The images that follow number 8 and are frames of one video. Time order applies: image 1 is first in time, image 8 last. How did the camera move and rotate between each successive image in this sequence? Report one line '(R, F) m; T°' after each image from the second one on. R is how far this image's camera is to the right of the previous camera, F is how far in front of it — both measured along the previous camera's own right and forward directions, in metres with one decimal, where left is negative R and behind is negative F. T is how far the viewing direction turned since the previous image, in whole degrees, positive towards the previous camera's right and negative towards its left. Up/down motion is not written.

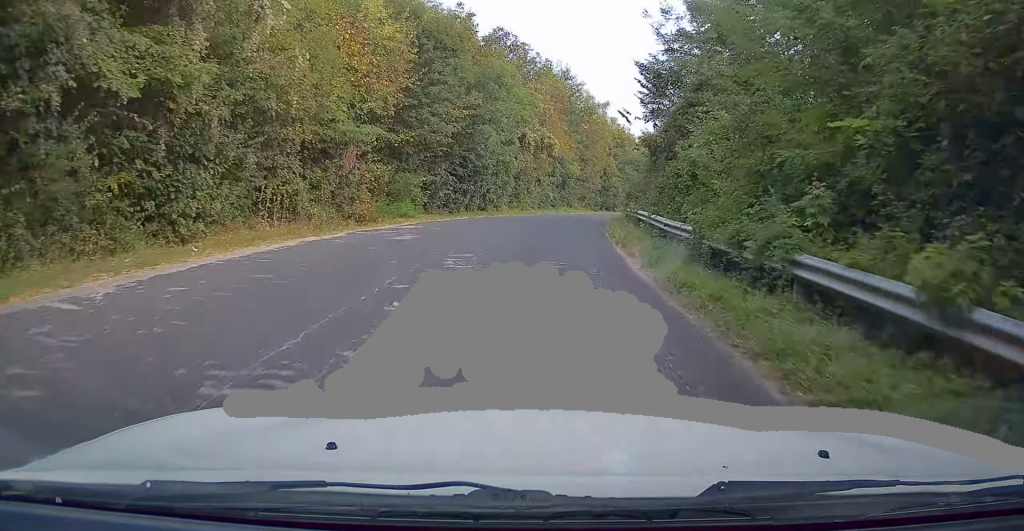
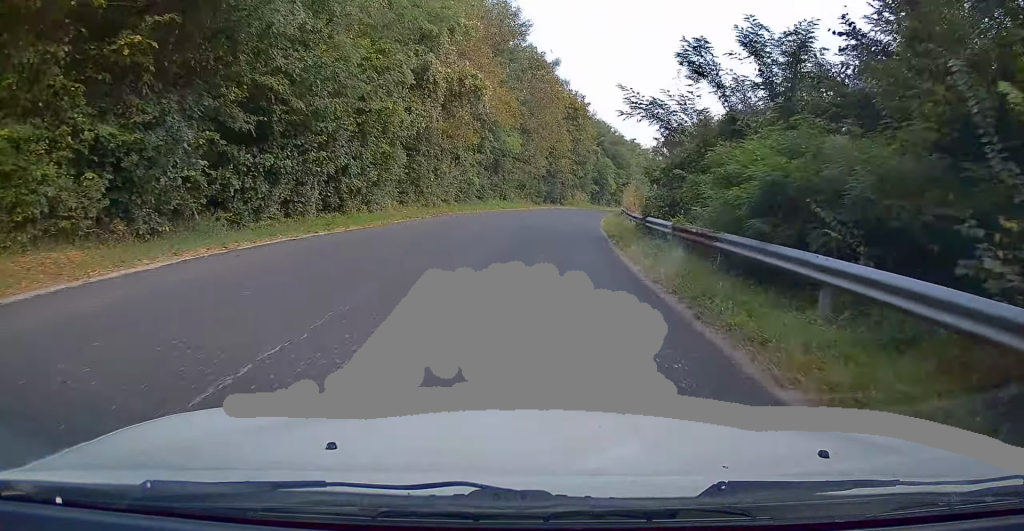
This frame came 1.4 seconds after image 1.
(+1.6, +23.9) m; +7°
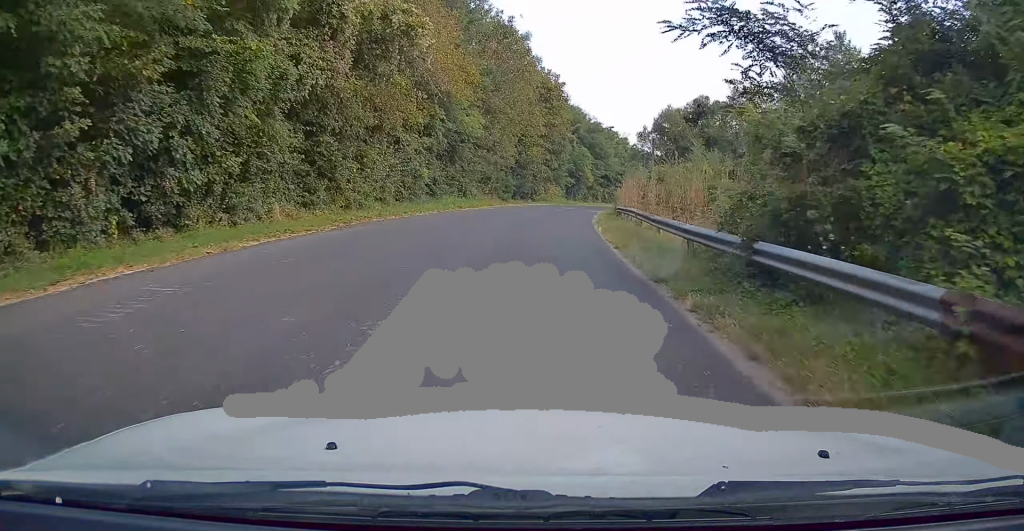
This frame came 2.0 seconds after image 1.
(+0.3, +10.2) m; +2°
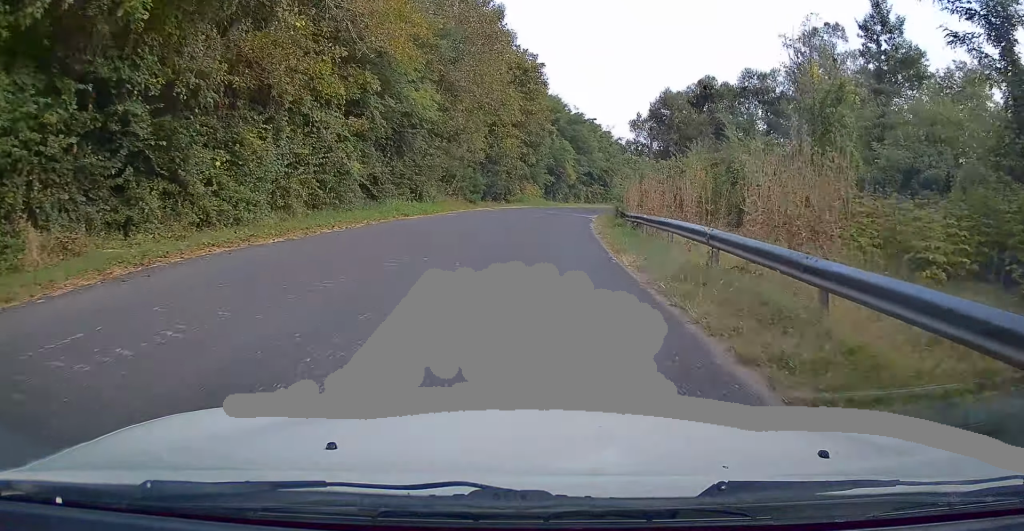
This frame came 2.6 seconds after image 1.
(+0.1, +9.6) m; +2°
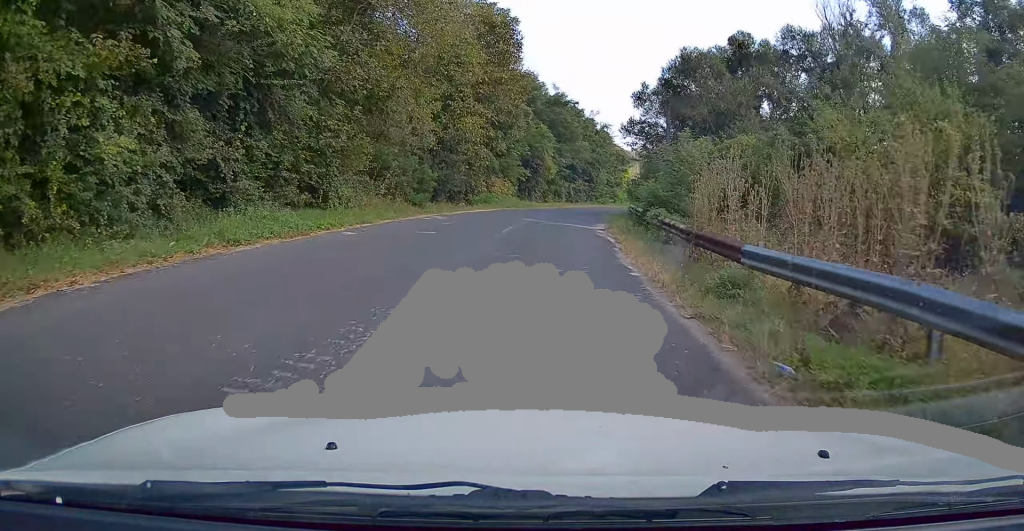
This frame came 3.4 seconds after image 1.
(+0.5, +13.4) m; +3°
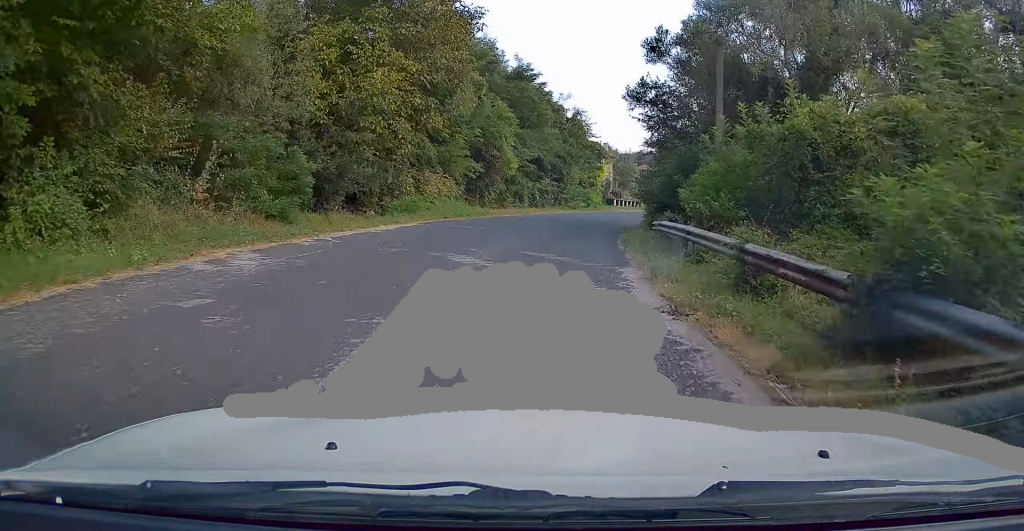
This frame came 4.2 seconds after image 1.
(+0.4, +14.3) m; +4°
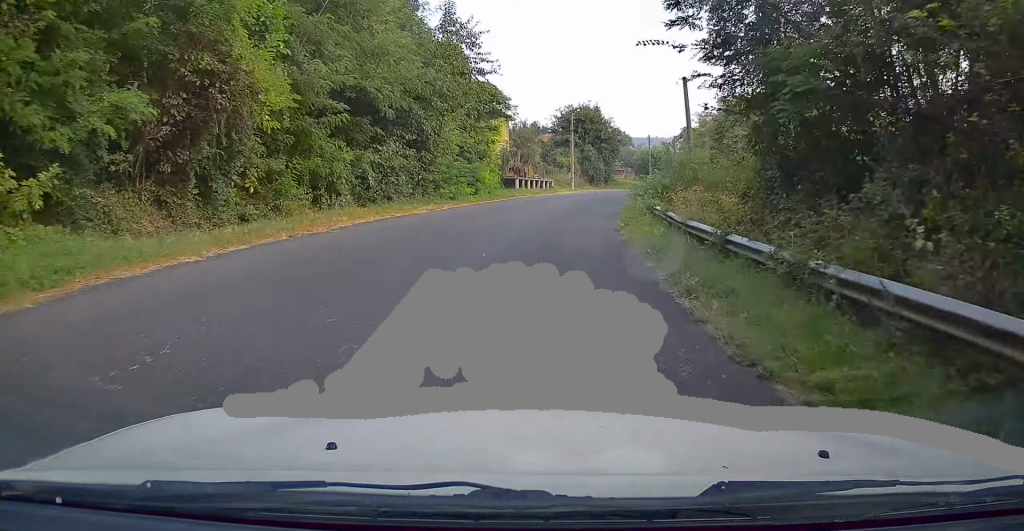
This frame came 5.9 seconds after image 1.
(+1.9, +26.2) m; +7°
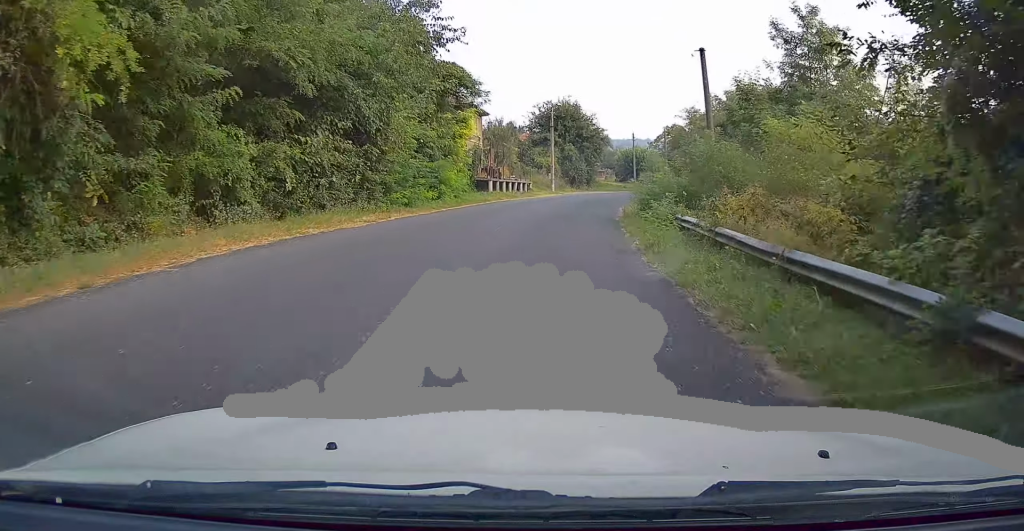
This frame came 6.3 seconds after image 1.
(0.0, +6.3) m; +1°
